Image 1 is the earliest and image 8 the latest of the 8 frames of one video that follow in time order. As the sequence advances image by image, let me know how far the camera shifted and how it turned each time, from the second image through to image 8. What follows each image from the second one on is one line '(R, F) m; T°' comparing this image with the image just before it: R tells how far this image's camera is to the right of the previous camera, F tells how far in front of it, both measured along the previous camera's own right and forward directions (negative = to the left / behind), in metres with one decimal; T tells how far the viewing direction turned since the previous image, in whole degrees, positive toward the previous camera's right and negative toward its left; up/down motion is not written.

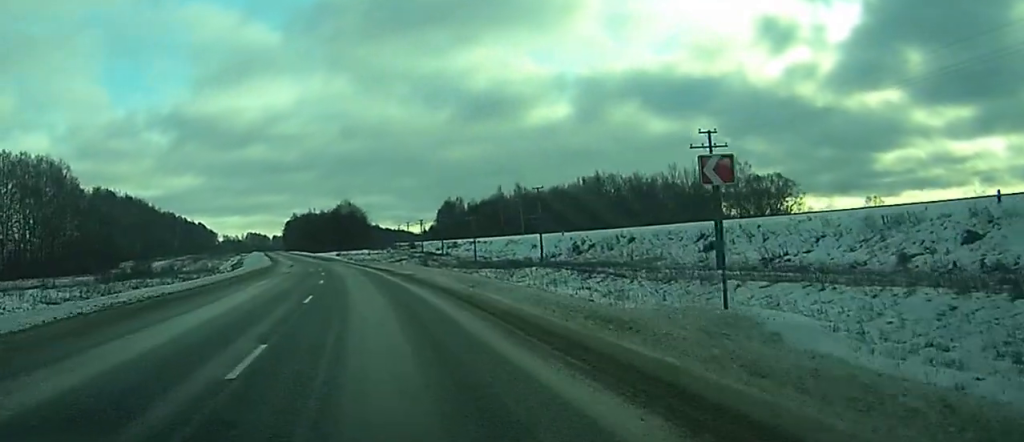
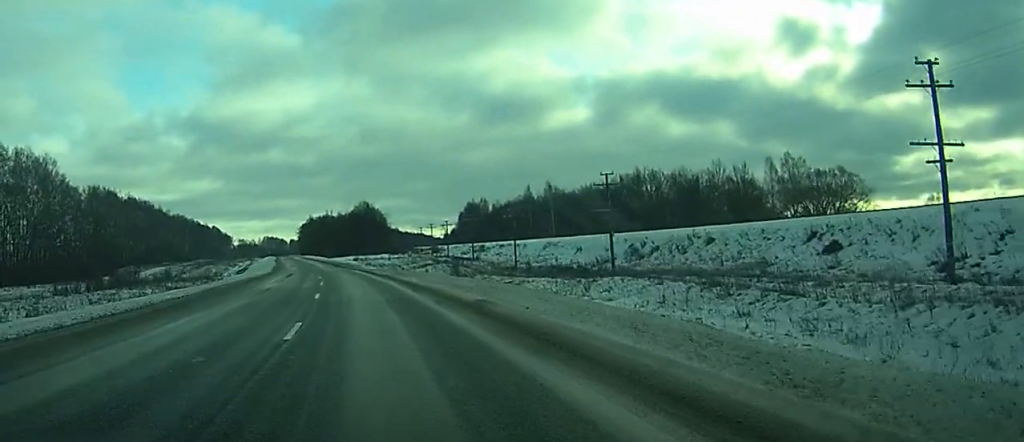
(-1.6, +19.4) m; -7°
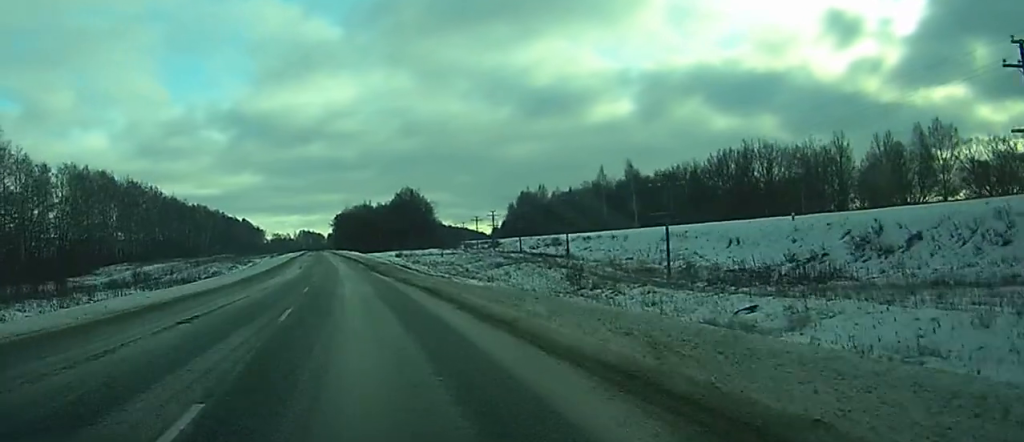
(-4.9, +46.6) m; -4°
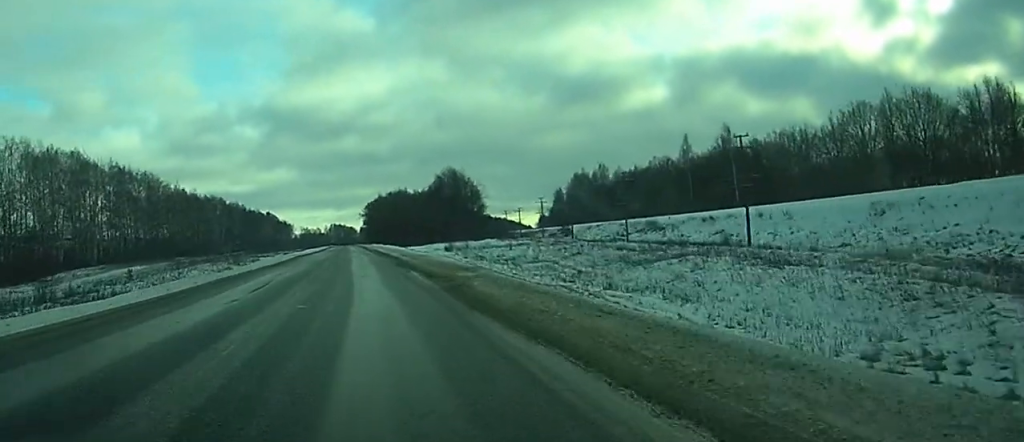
(+1.2, +44.4) m; +1°
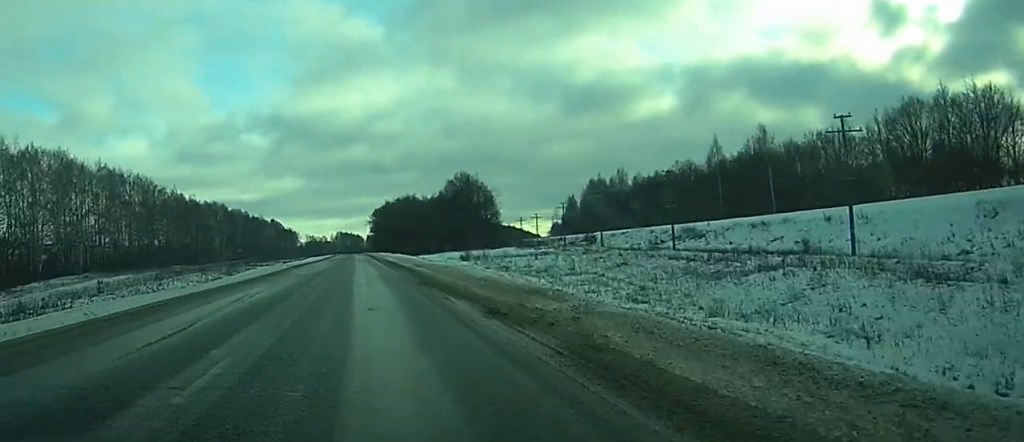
(0.0, +13.7) m; 0°
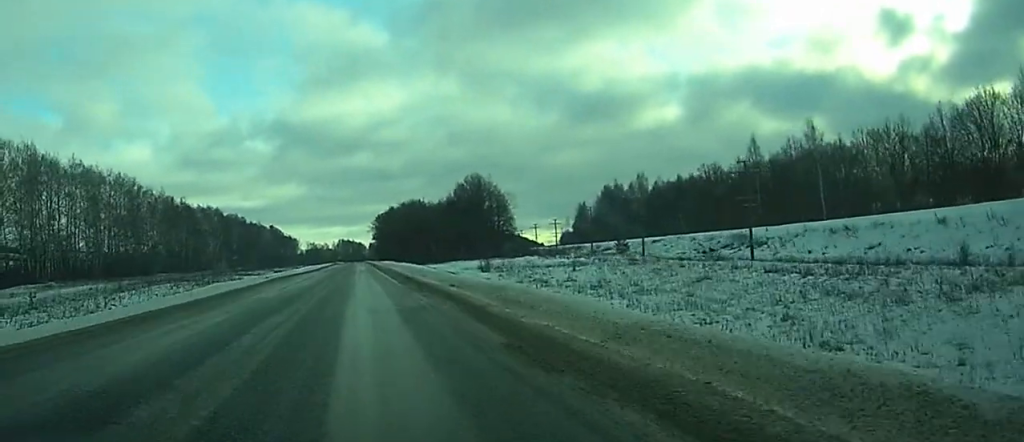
(0.0, +18.2) m; 0°
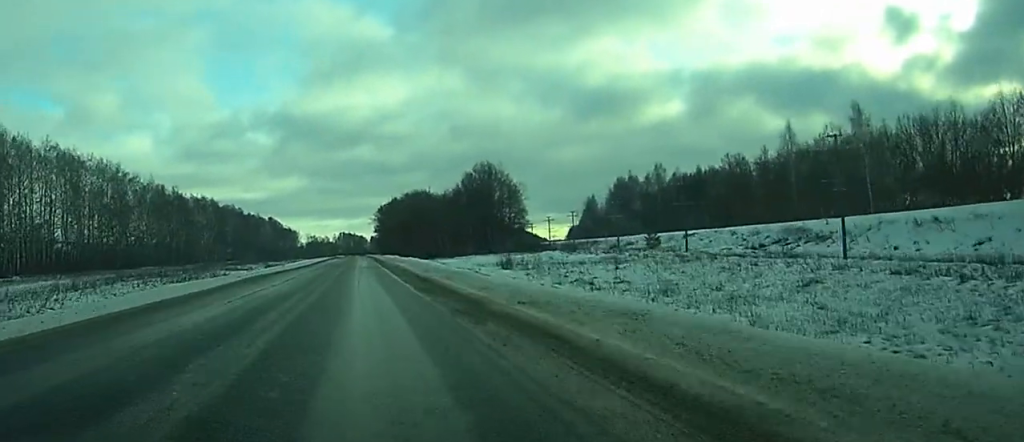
(-0.1, +14.5) m; 0°
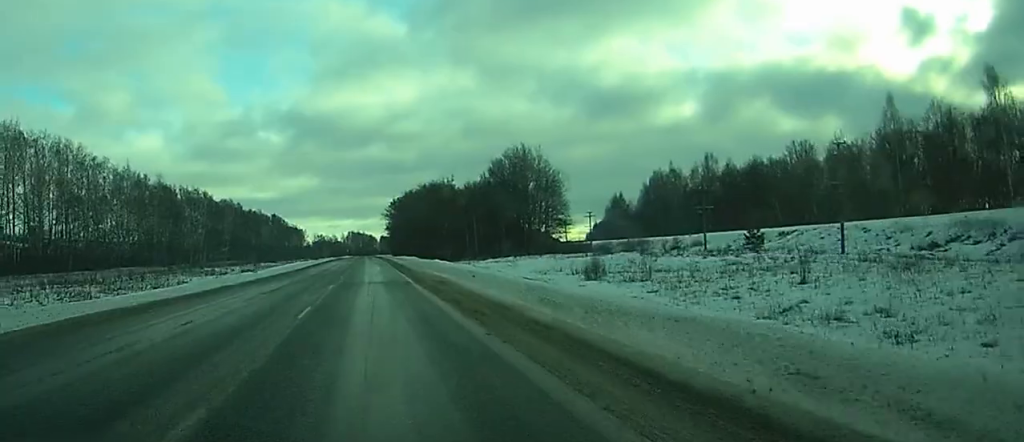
(-0.2, +30.7) m; -1°
